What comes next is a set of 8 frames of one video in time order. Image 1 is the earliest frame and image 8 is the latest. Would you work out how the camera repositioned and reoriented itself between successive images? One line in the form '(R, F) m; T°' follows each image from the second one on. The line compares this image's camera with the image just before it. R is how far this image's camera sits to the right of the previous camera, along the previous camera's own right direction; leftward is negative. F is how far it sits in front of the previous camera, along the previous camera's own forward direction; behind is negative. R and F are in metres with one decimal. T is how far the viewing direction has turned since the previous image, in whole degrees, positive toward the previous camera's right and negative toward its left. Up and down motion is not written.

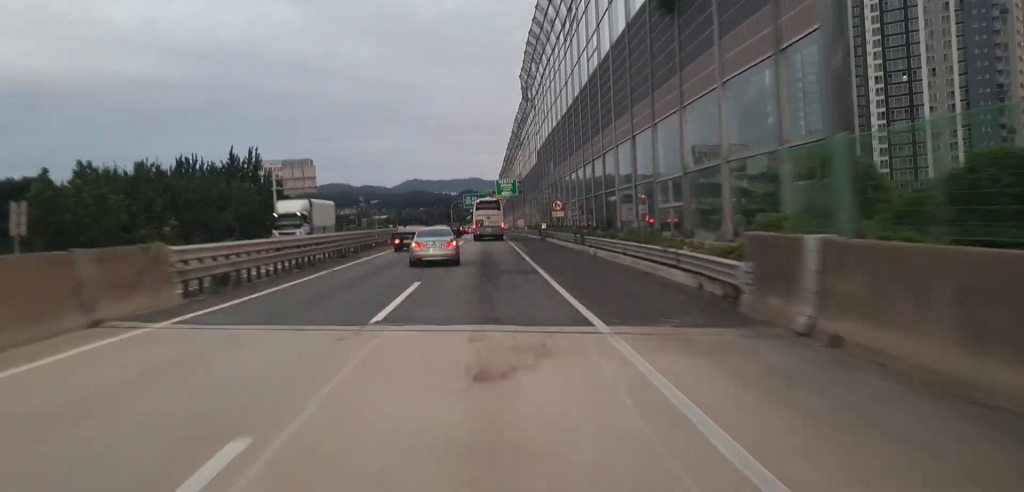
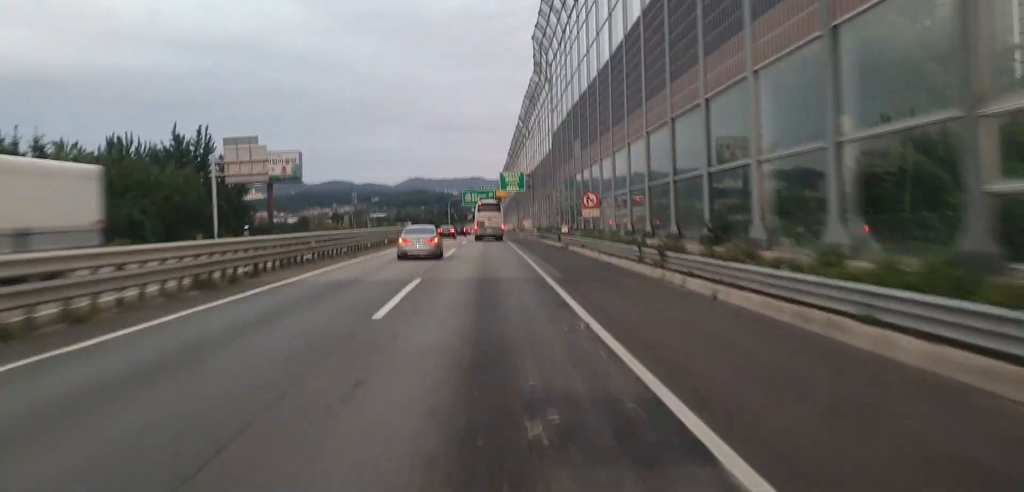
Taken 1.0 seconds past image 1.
(-0.2, +18.5) m; 0°
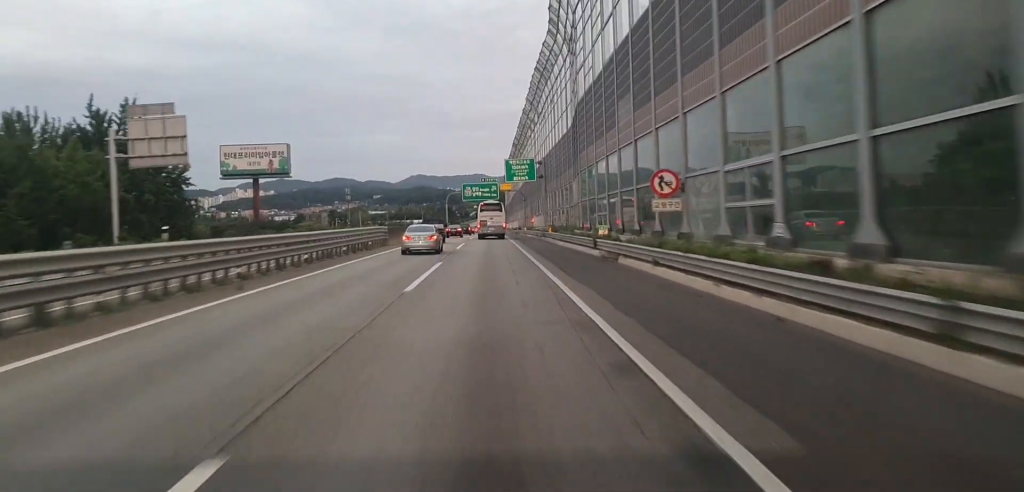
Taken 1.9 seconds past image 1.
(+0.3, +17.3) m; 0°
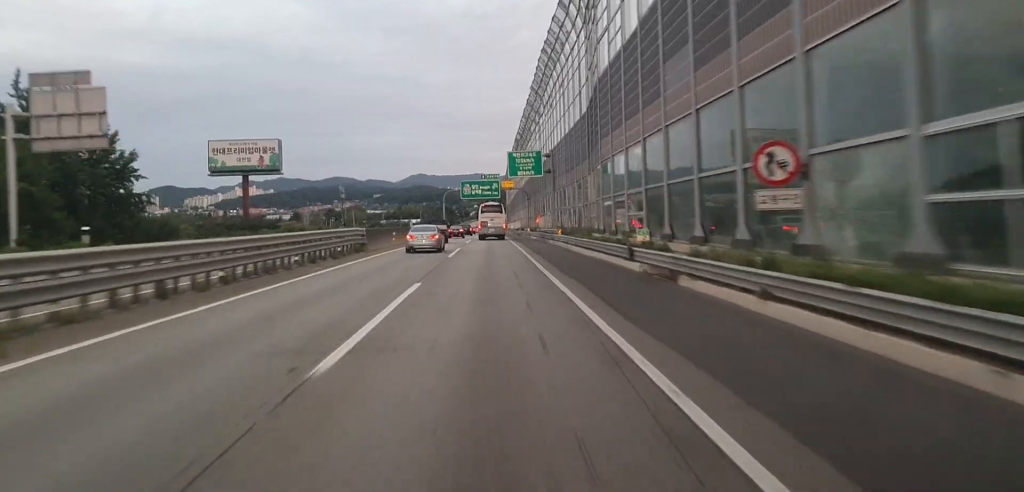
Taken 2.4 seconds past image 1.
(0.0, +9.6) m; 0°
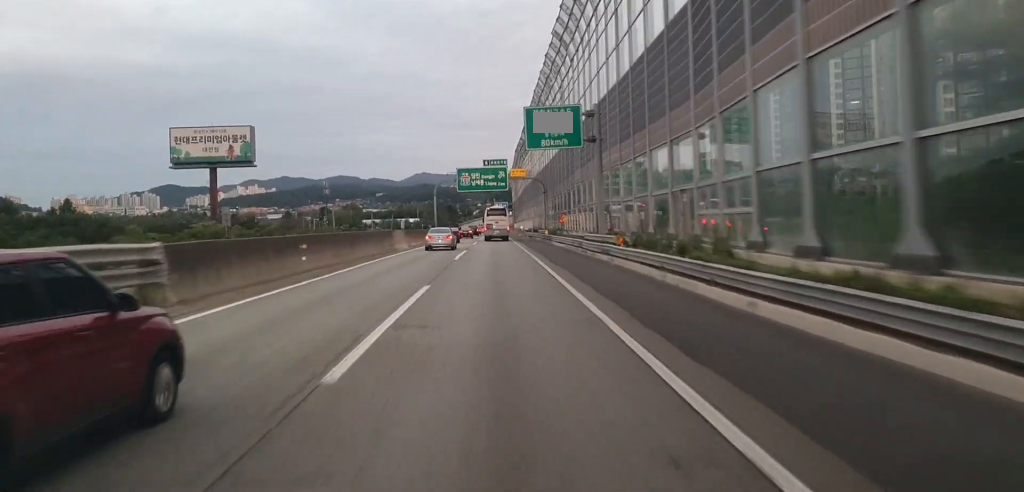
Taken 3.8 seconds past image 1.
(-0.1, +27.6) m; 0°
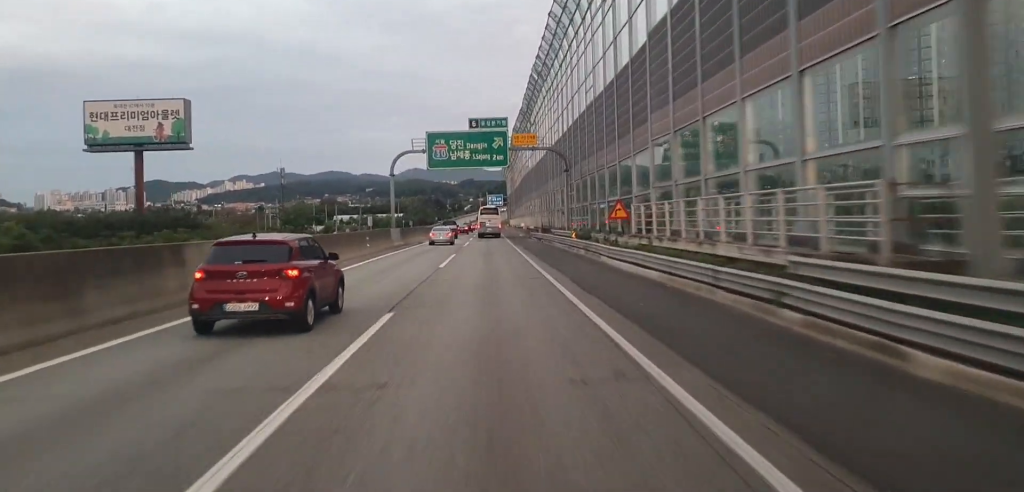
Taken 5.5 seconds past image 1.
(-0.1, +34.2) m; 0°
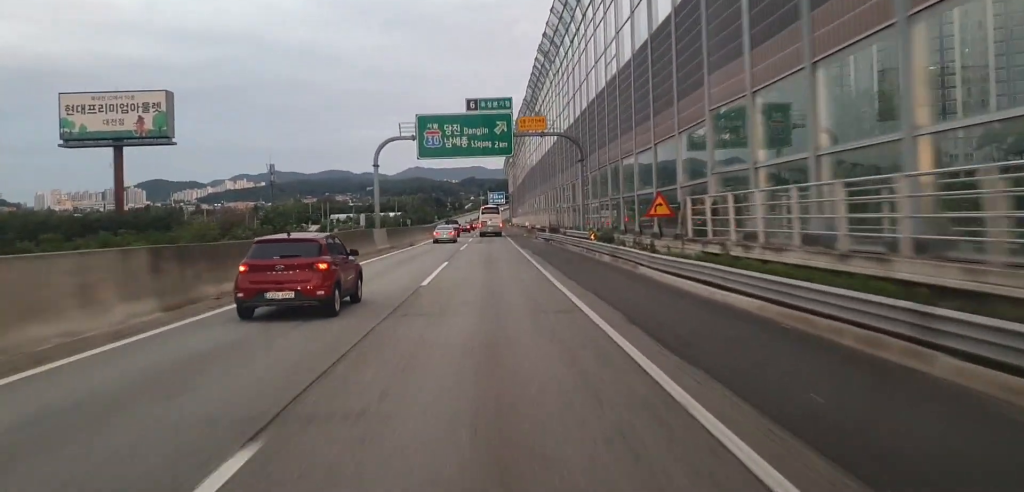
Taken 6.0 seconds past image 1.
(+0.1, +8.7) m; +1°
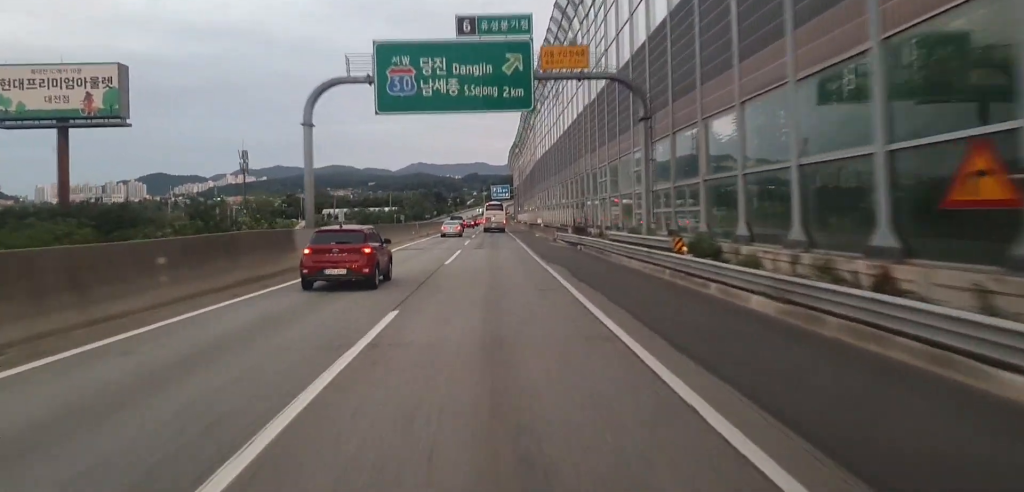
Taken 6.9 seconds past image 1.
(+0.1, +19.0) m; 0°
